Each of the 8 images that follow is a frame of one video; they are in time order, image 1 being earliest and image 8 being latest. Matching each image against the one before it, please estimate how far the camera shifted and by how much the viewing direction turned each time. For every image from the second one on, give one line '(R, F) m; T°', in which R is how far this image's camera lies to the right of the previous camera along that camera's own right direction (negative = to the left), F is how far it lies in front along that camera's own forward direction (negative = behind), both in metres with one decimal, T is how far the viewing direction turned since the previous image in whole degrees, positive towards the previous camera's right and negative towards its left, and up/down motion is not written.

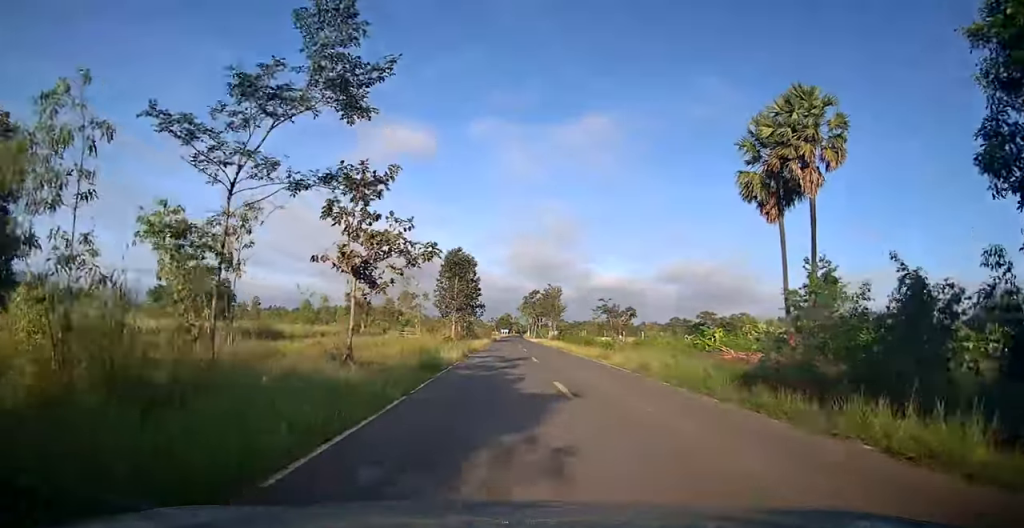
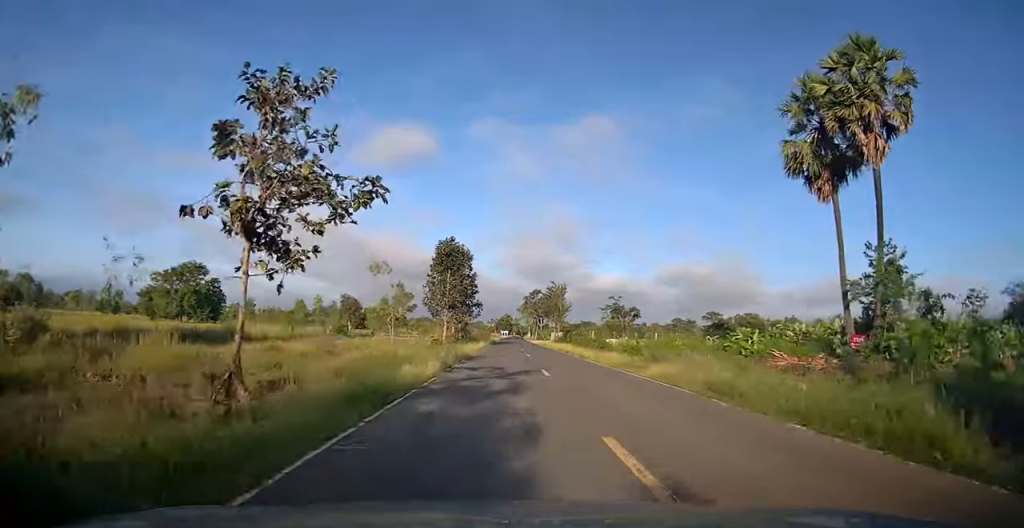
(0.0, +6.9) m; 0°
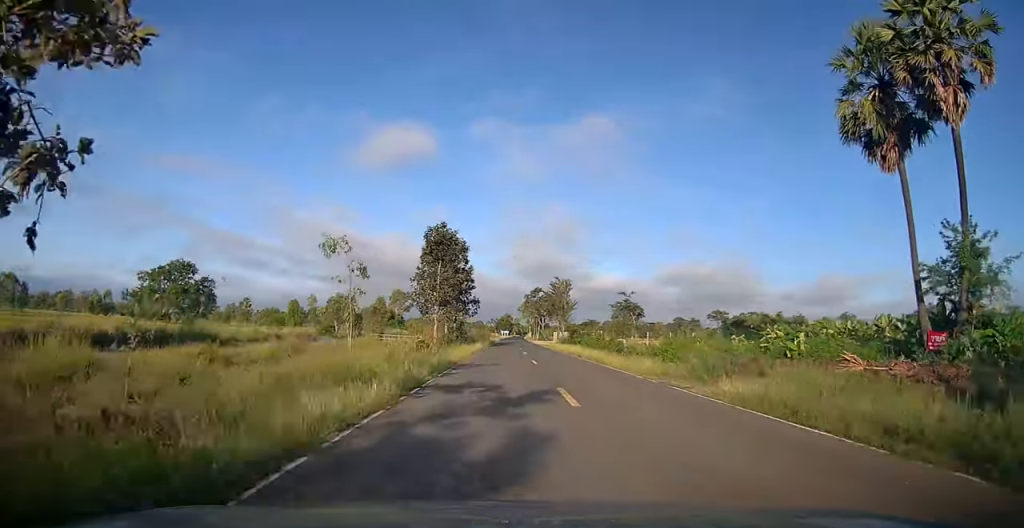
(0.0, +6.2) m; 0°
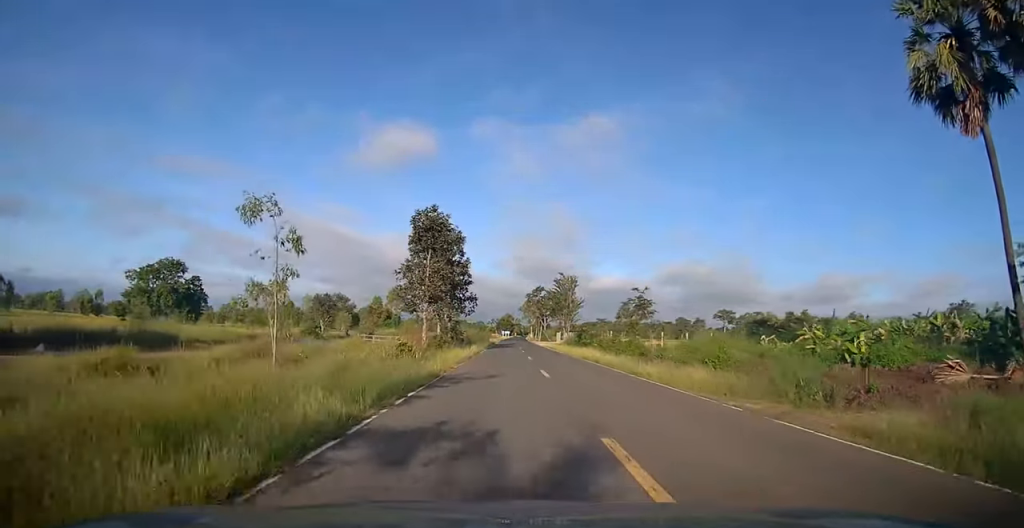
(-0.1, +5.7) m; 0°
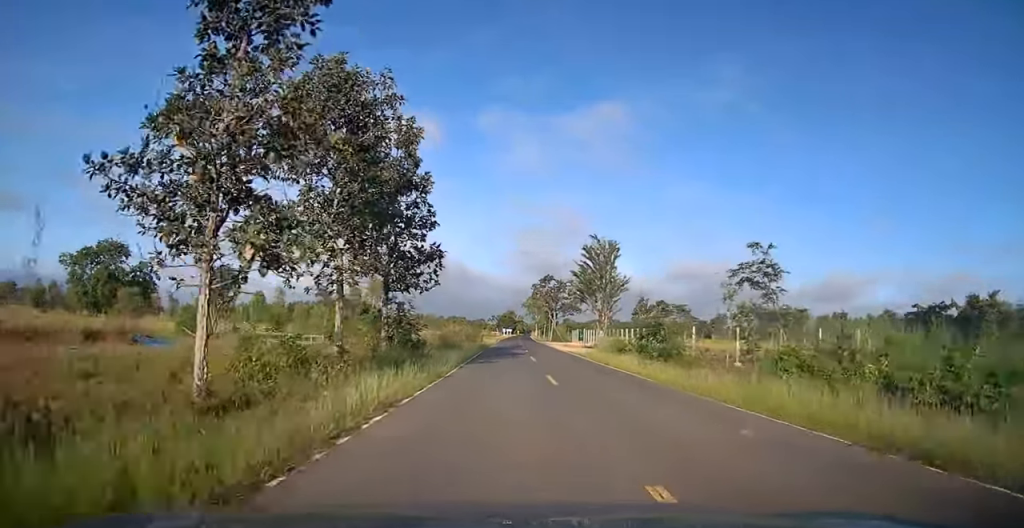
(0.0, +26.0) m; -1°
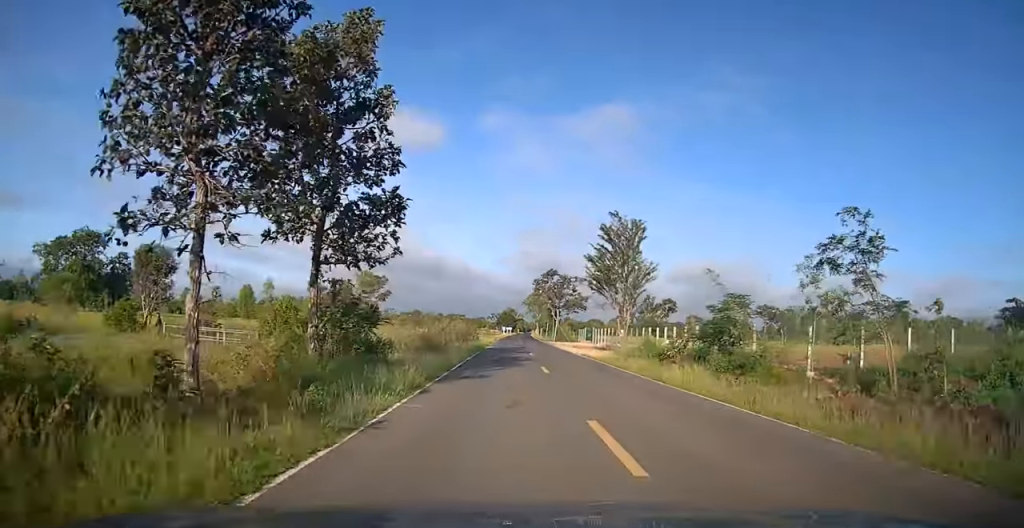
(-0.1, +8.5) m; -1°
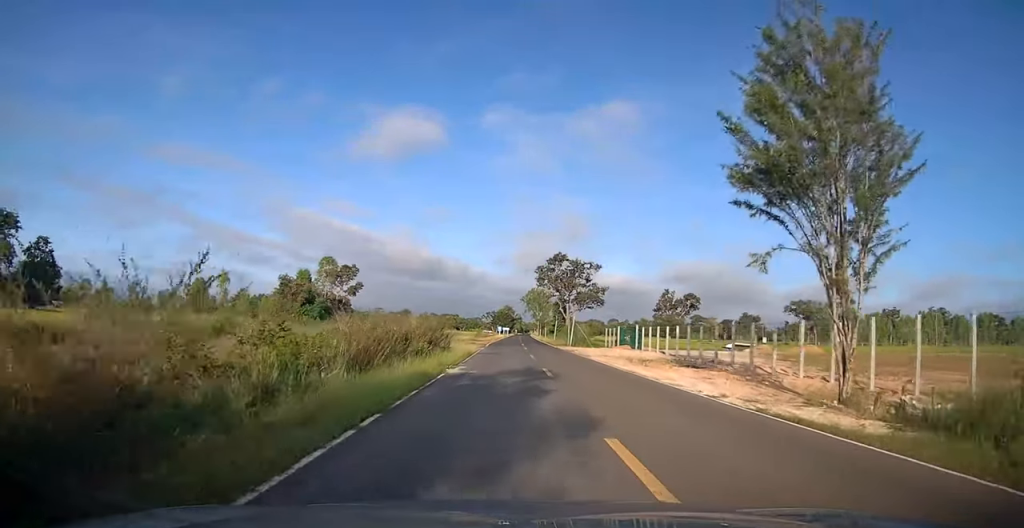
(+0.2, +25.7) m; +1°
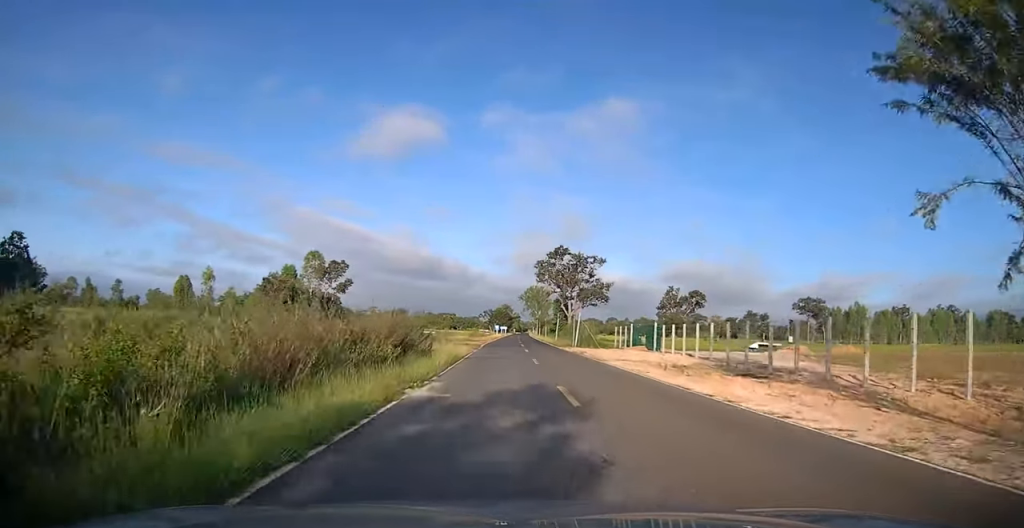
(+0.1, +6.4) m; 0°
